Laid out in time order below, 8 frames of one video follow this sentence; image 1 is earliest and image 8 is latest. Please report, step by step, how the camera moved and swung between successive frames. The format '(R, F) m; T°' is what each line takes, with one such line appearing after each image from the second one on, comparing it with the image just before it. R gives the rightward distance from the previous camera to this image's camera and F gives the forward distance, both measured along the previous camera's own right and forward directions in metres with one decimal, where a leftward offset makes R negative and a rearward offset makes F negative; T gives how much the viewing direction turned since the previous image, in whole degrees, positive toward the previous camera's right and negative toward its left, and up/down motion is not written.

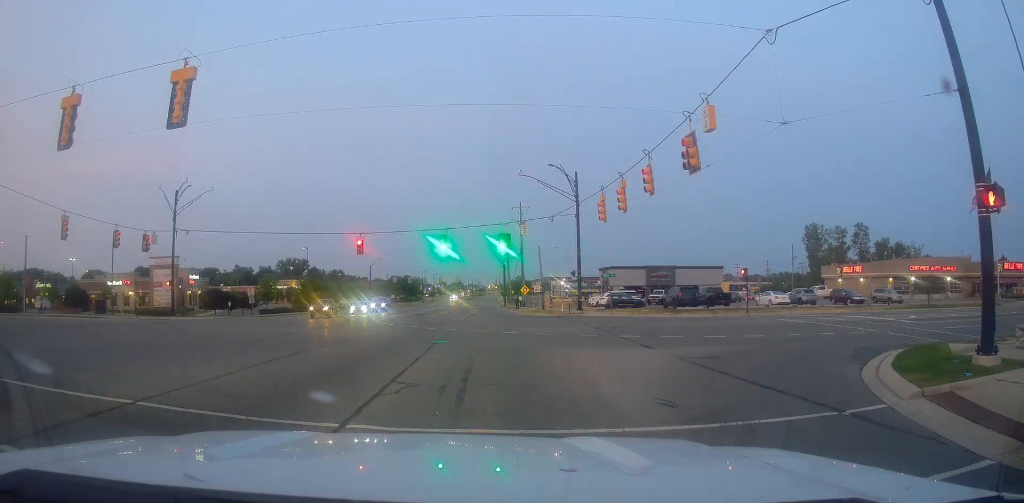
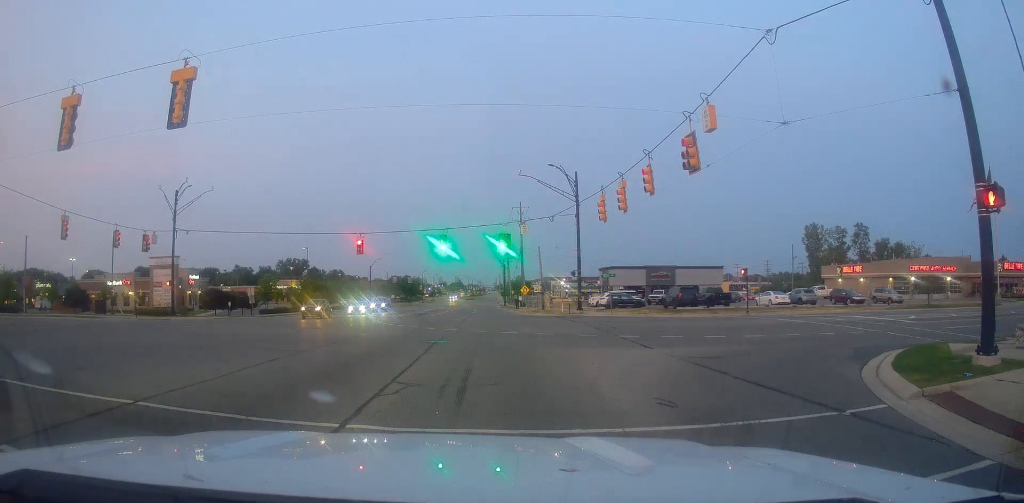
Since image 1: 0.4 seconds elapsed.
(0.0, 0.0) m; 0°
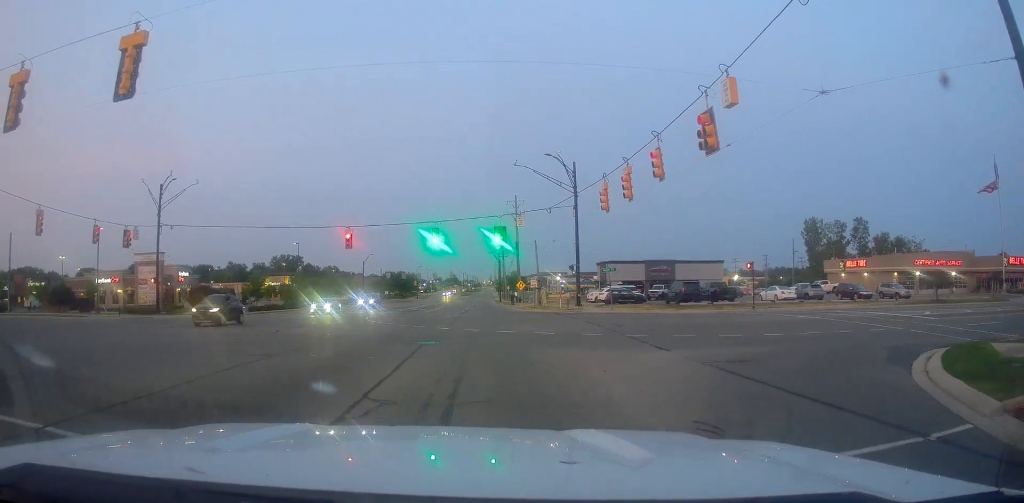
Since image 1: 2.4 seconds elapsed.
(0.0, 0.0) m; 0°
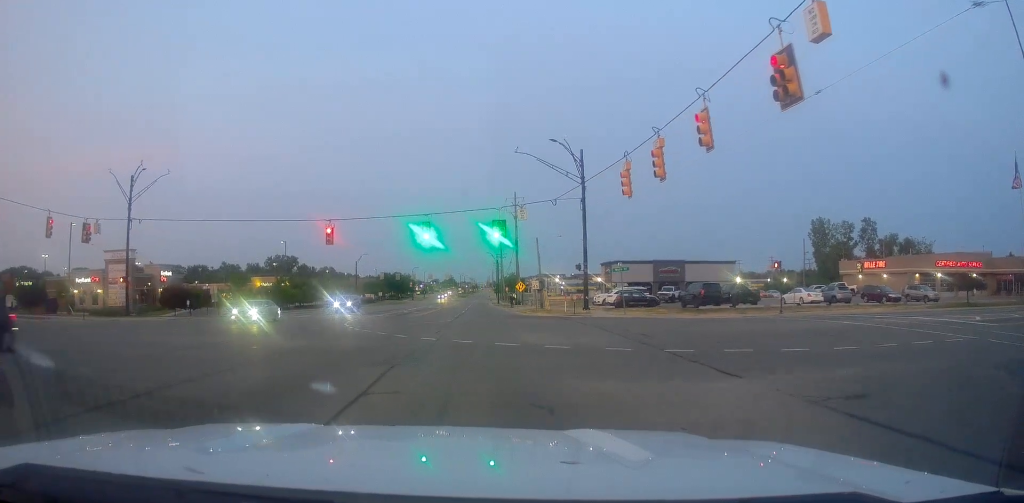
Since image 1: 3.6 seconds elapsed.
(0.0, +0.6) m; 0°
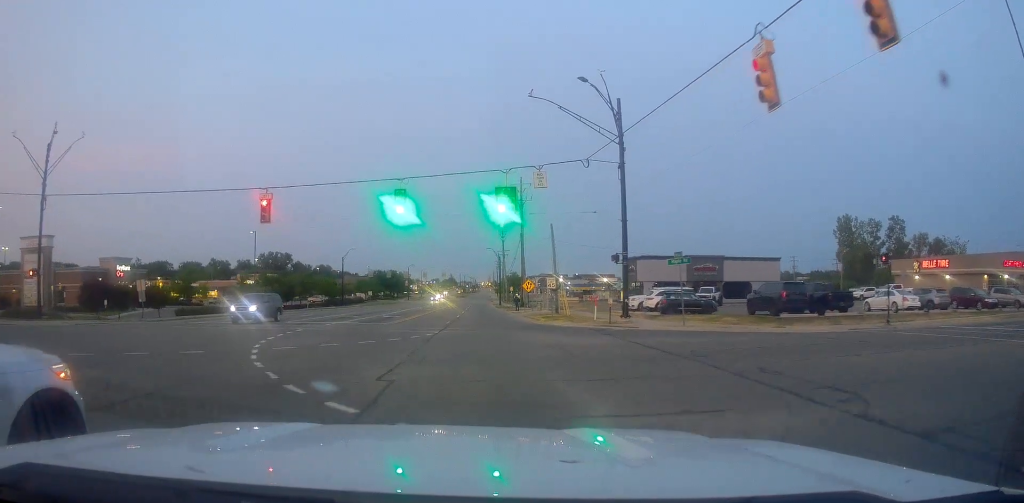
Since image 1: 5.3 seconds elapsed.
(+0.1, +6.0) m; +1°
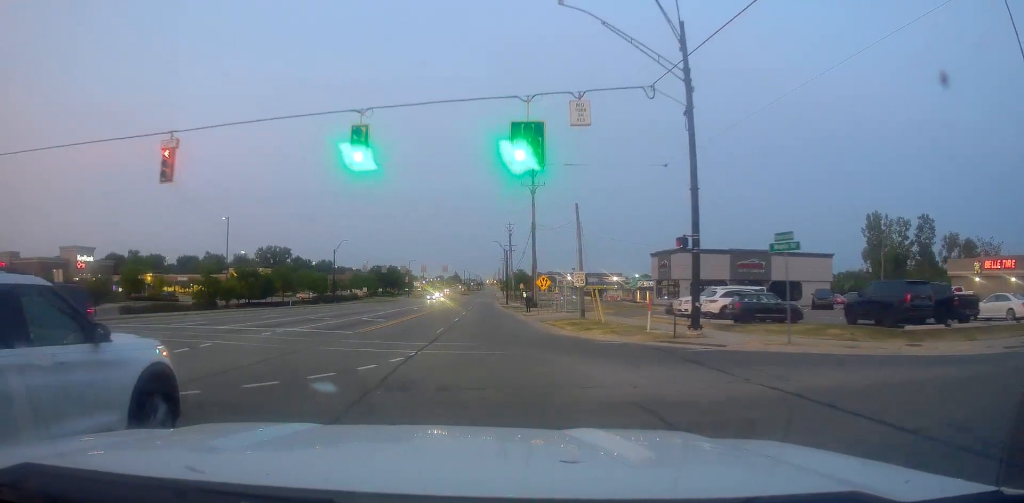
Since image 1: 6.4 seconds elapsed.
(0.0, +7.4) m; -1°
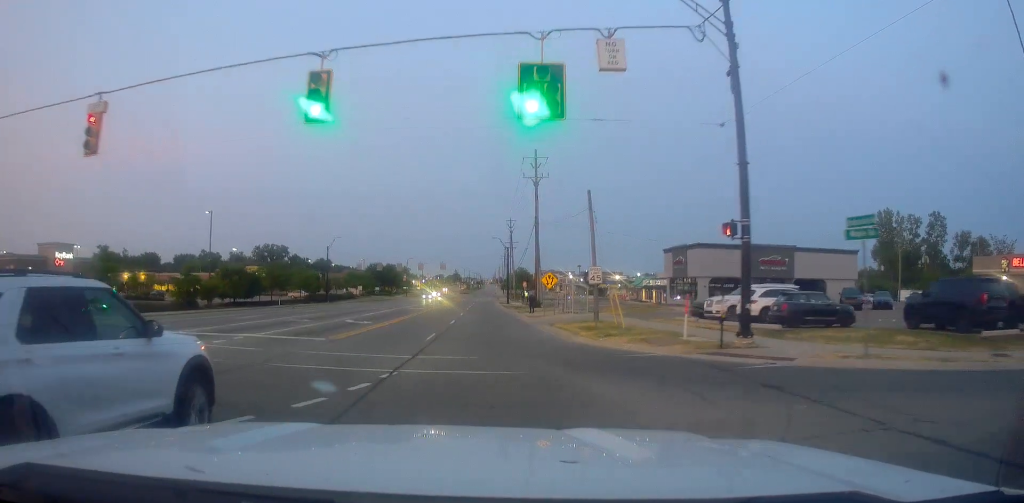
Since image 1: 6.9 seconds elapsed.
(0.0, +3.6) m; -1°
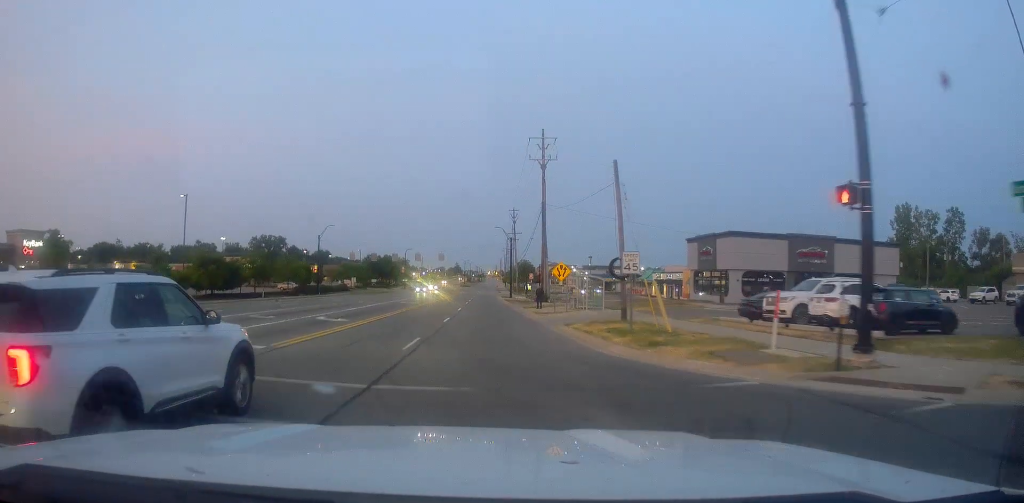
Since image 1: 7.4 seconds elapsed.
(0.0, +4.9) m; -1°
